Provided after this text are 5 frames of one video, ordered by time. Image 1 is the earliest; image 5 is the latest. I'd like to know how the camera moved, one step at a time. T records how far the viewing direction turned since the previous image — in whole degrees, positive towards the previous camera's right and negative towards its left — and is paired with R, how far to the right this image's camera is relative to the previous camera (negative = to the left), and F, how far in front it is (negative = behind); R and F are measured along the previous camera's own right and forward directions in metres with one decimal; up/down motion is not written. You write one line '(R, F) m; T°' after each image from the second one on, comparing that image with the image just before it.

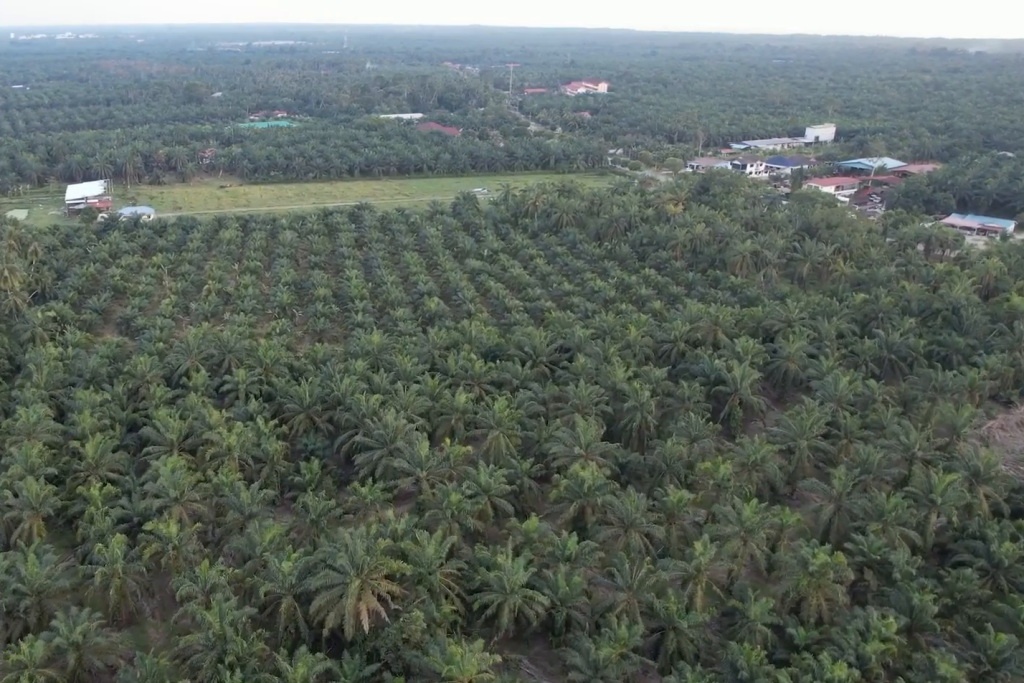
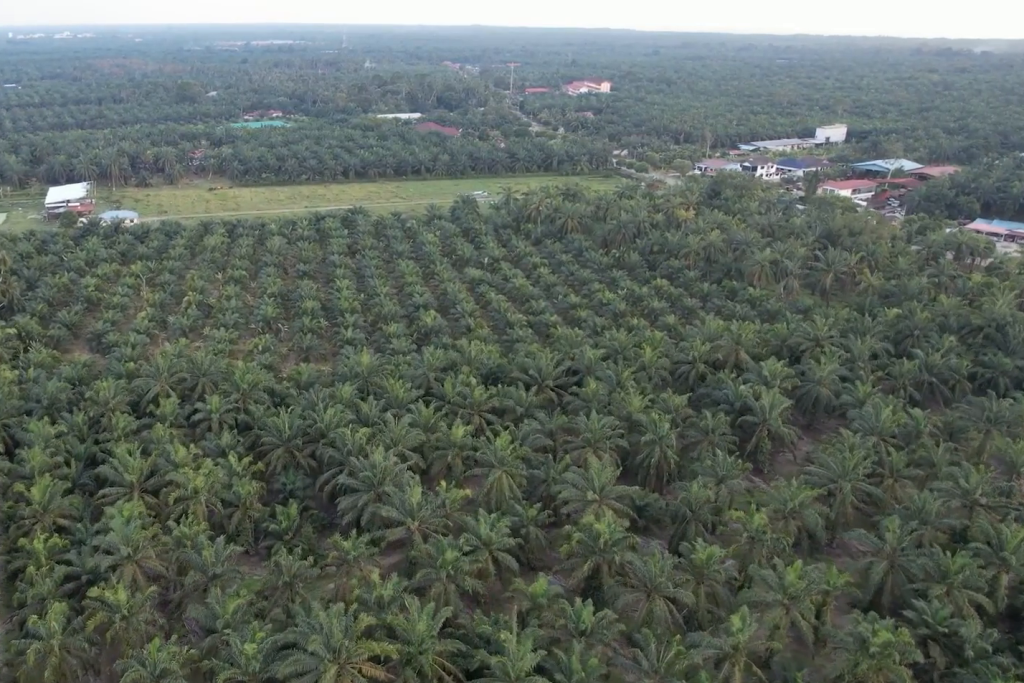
(0.0, +15.8) m; 0°
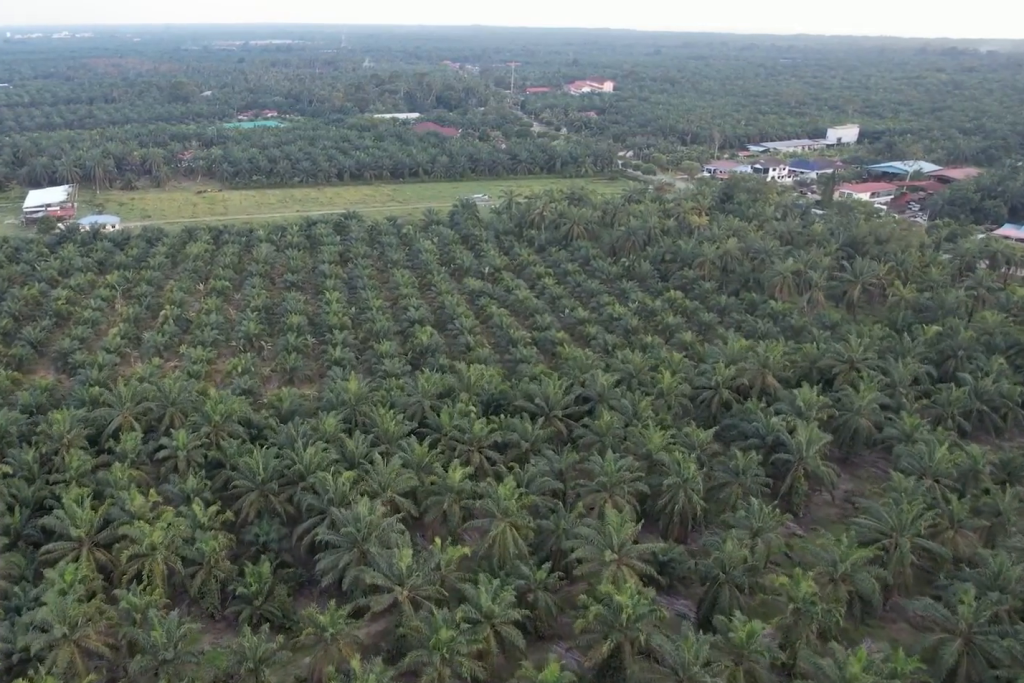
(0.0, +15.9) m; 0°
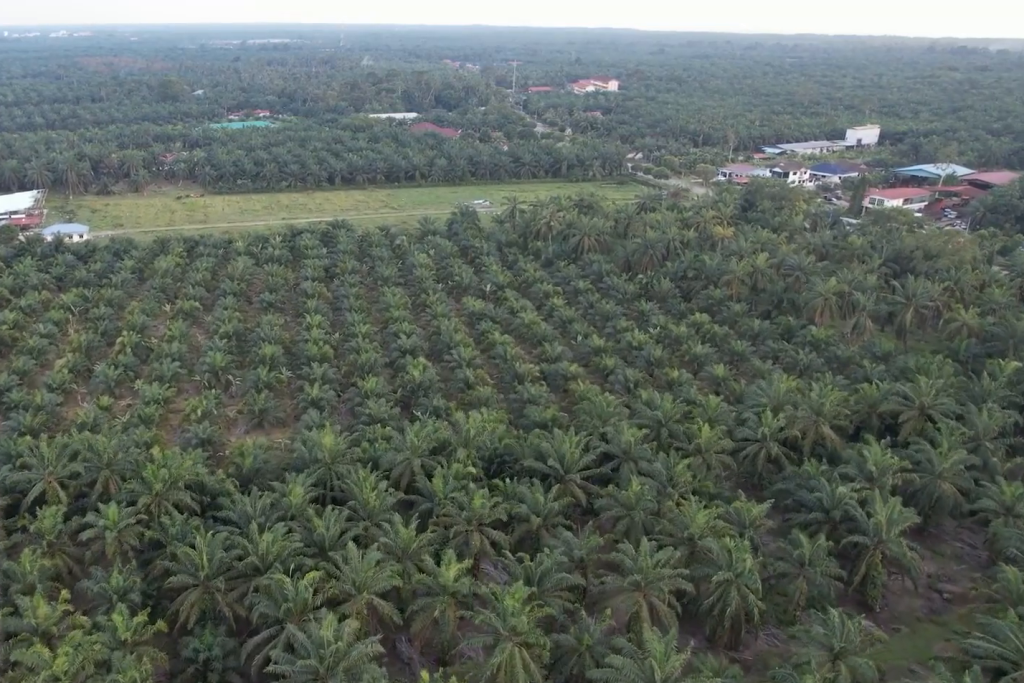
(0.0, +24.9) m; 0°
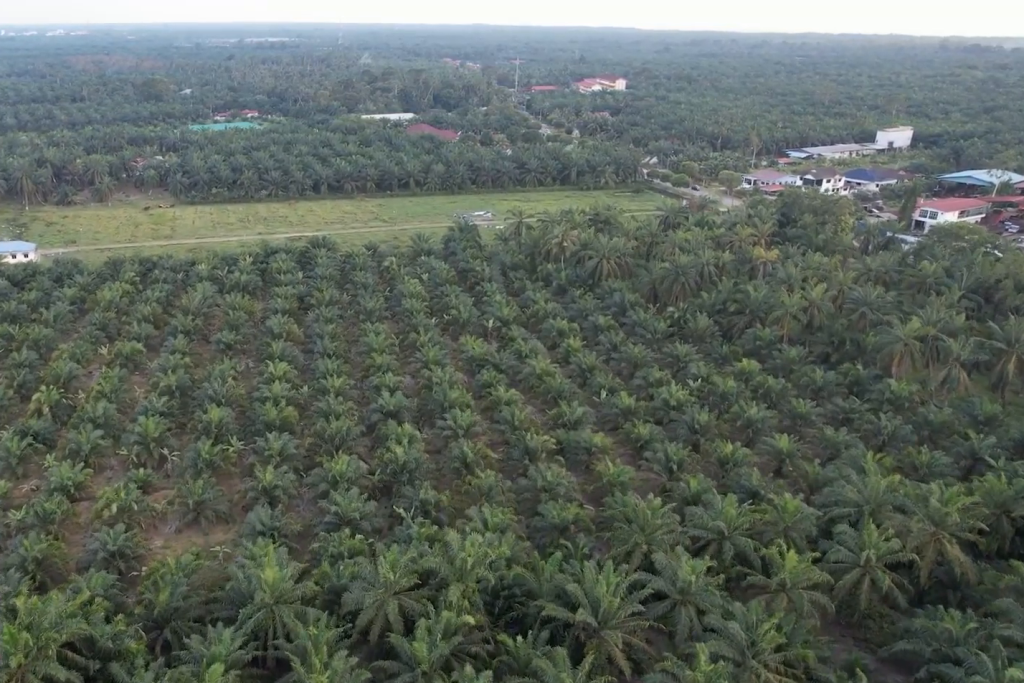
(0.0, +33.9) m; -1°
